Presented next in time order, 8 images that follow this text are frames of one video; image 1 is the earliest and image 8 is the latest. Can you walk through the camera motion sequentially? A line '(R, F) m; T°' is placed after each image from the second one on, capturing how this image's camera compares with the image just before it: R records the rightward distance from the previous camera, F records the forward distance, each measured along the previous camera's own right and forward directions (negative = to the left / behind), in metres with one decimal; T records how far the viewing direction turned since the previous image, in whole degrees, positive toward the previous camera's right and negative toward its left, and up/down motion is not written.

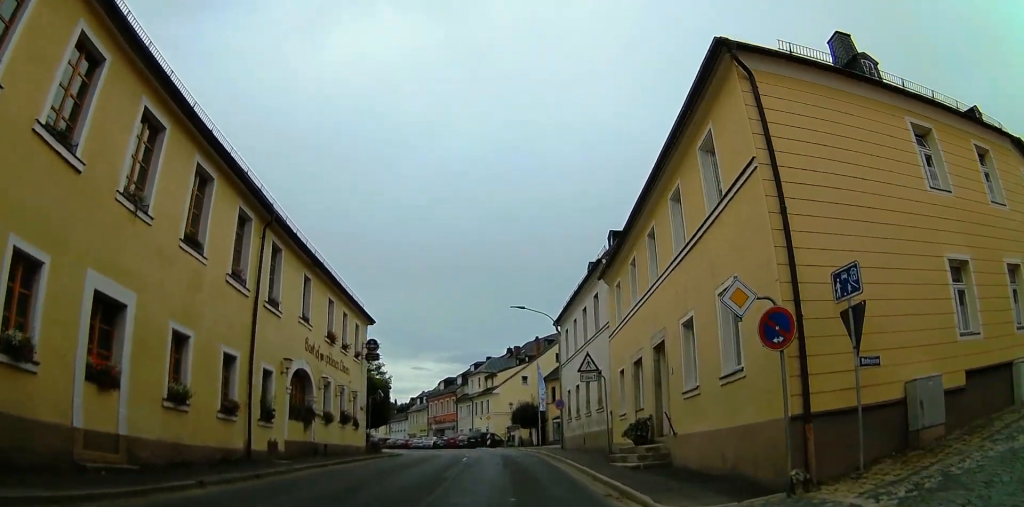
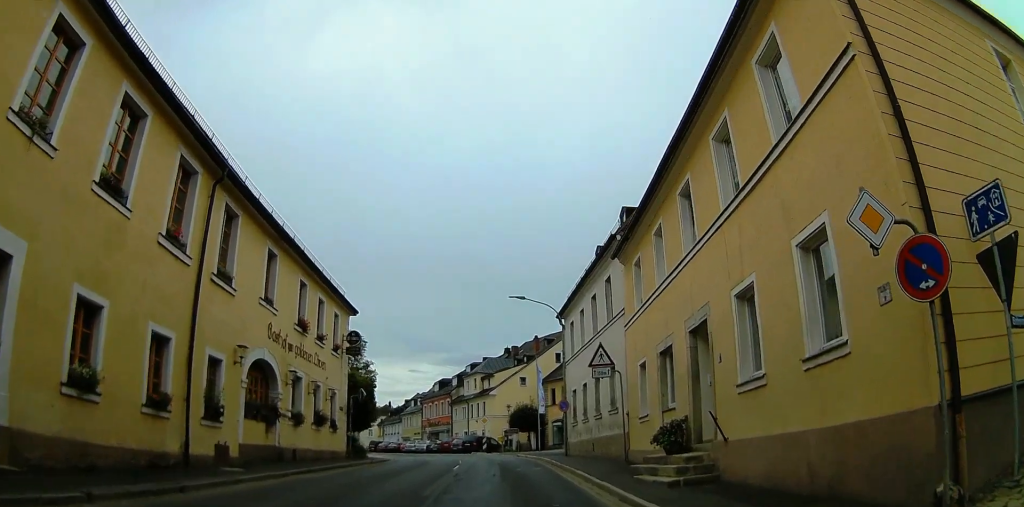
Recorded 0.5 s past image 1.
(-0.5, +3.6) m; -3°
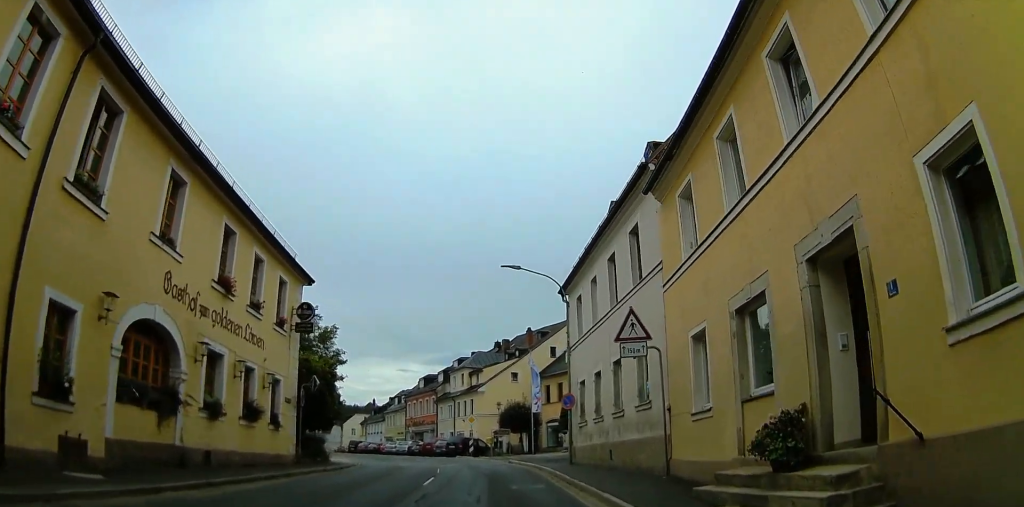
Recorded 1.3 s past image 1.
(-0.3, +6.0) m; +2°
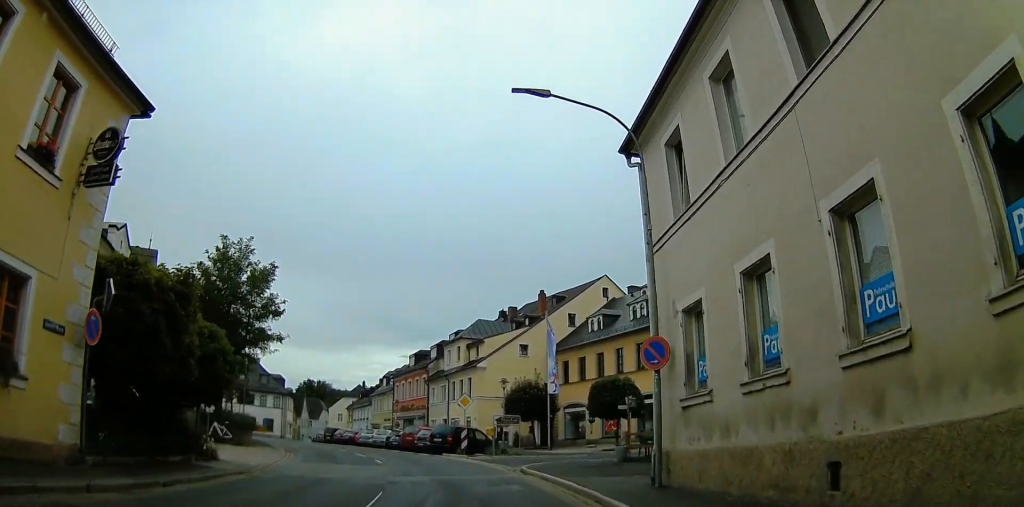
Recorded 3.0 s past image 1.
(+1.6, +12.6) m; +5°
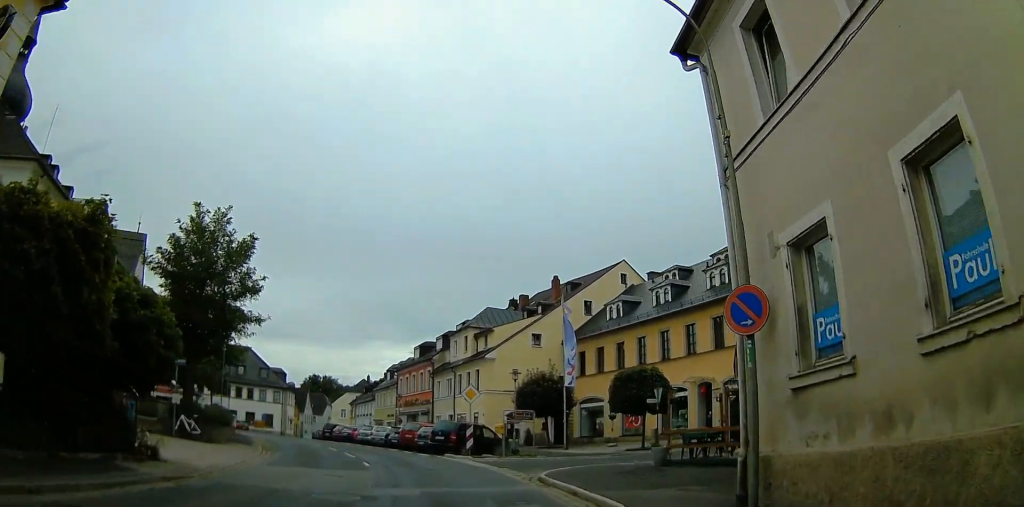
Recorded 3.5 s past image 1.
(-0.4, +3.9) m; -5°
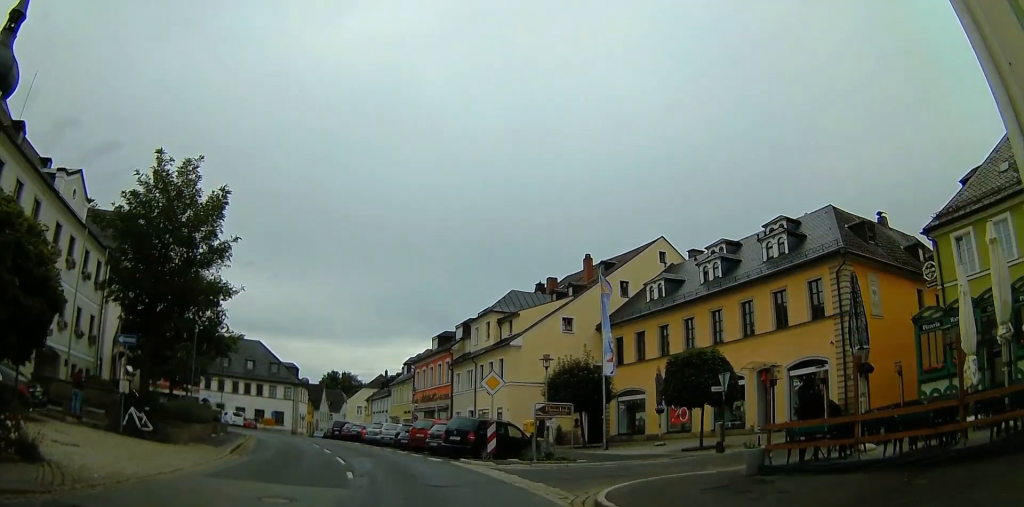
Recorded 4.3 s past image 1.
(-0.3, +5.4) m; -3°
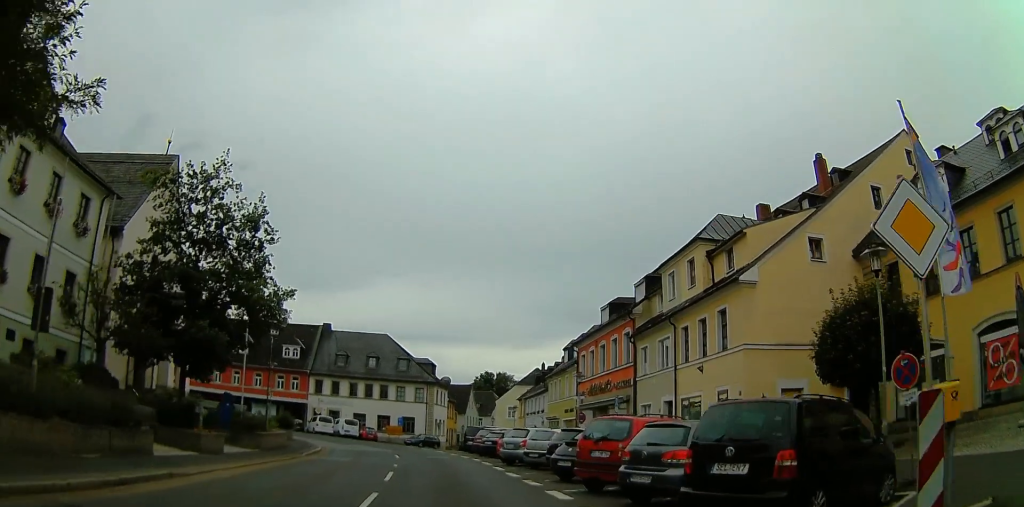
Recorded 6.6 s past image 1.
(-1.0, +16.2) m; -11°
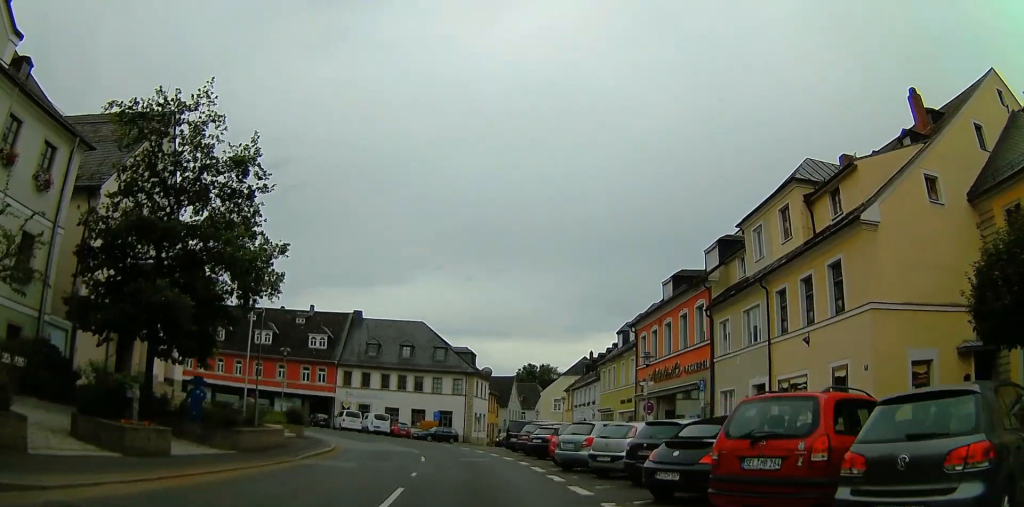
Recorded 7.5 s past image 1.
(-0.3, +5.8) m; -3°
